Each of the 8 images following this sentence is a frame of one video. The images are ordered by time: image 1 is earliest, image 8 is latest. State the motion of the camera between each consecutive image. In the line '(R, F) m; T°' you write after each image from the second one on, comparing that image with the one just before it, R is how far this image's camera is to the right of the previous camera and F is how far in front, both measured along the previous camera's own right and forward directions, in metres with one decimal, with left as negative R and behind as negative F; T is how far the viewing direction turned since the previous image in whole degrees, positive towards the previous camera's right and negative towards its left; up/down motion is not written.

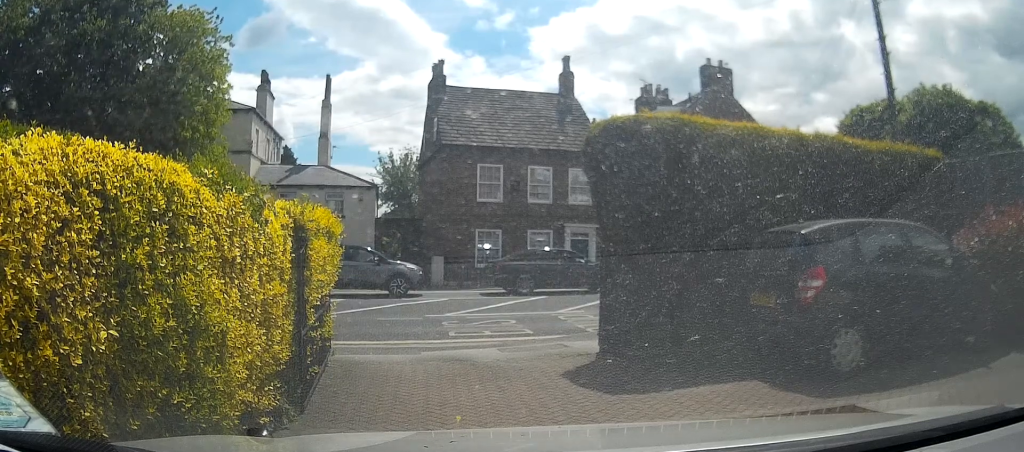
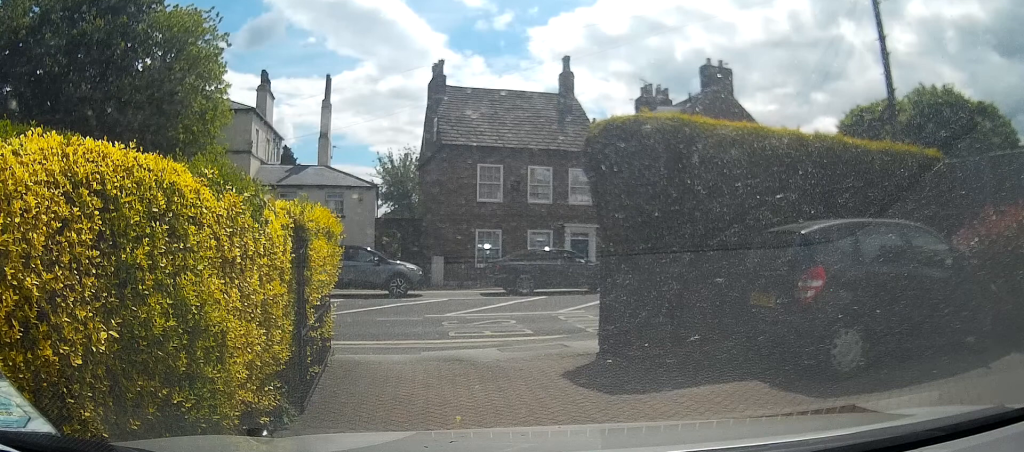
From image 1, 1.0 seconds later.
(0.0, 0.0) m; 0°
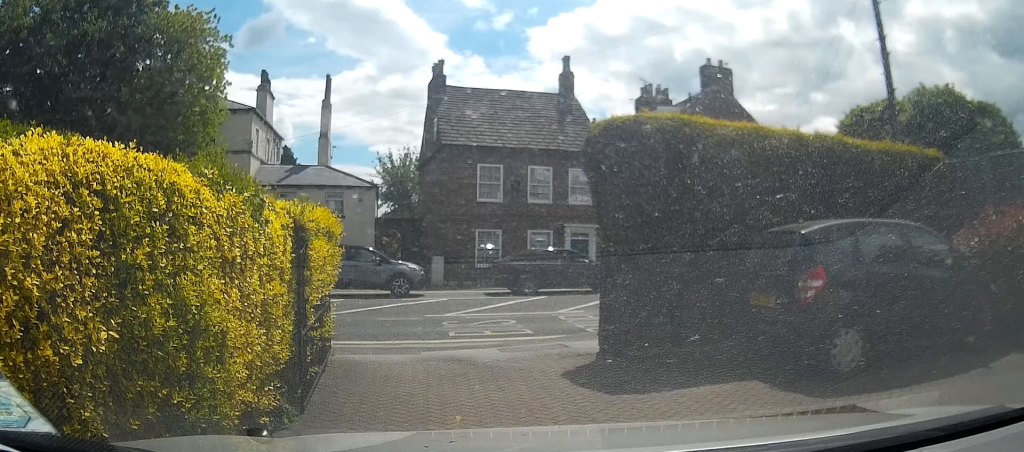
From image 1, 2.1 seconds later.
(0.0, 0.0) m; 0°
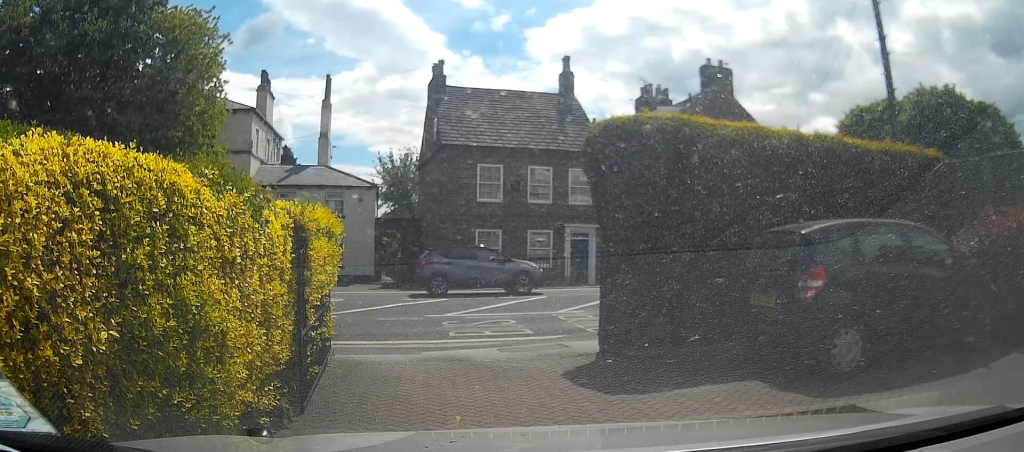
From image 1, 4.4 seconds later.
(0.0, 0.0) m; 0°
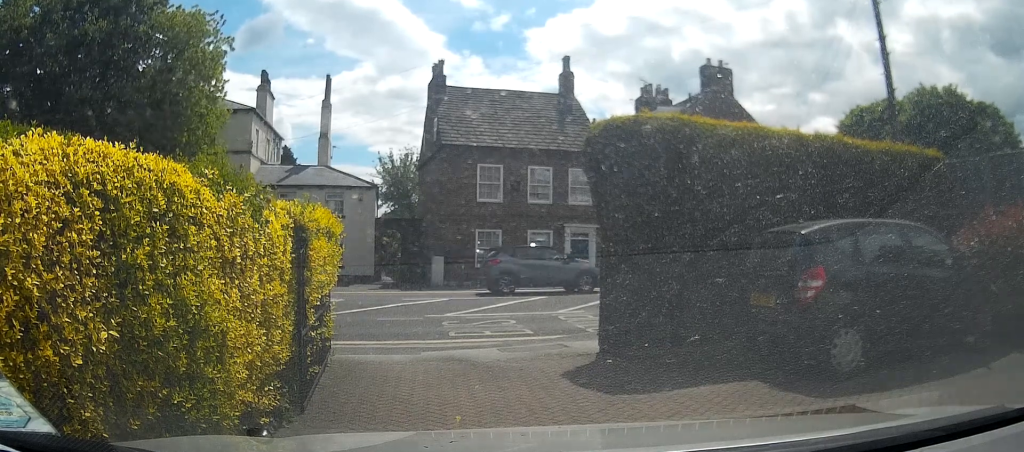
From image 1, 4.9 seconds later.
(0.0, 0.0) m; 0°
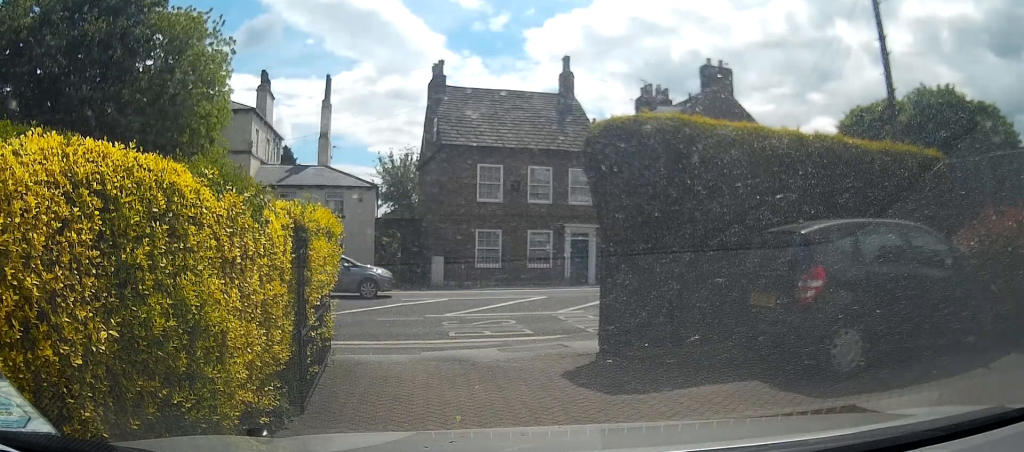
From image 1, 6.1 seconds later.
(0.0, 0.0) m; 0°
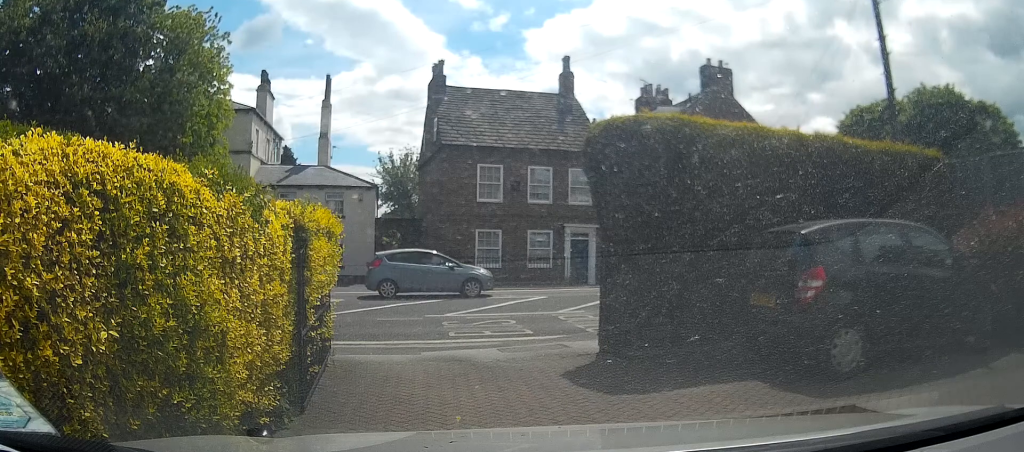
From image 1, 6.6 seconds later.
(0.0, 0.0) m; 0°
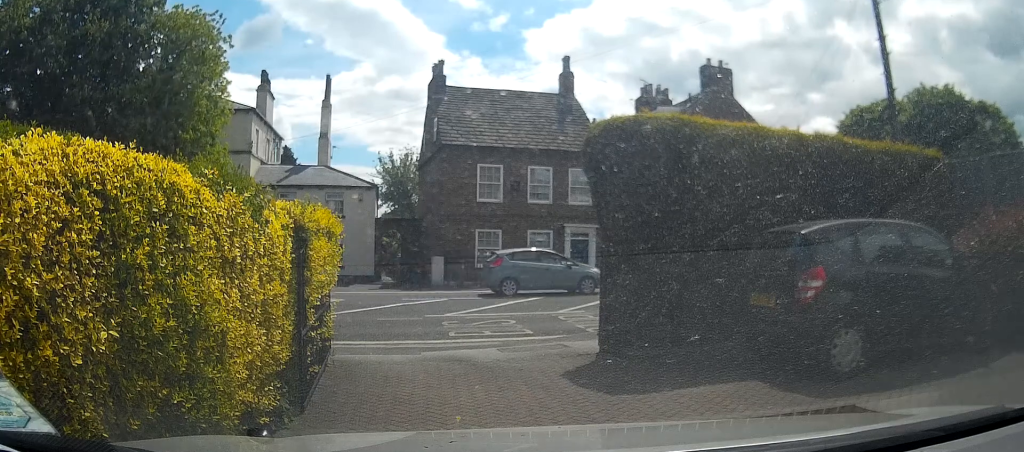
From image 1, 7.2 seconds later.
(0.0, 0.0) m; 0°
